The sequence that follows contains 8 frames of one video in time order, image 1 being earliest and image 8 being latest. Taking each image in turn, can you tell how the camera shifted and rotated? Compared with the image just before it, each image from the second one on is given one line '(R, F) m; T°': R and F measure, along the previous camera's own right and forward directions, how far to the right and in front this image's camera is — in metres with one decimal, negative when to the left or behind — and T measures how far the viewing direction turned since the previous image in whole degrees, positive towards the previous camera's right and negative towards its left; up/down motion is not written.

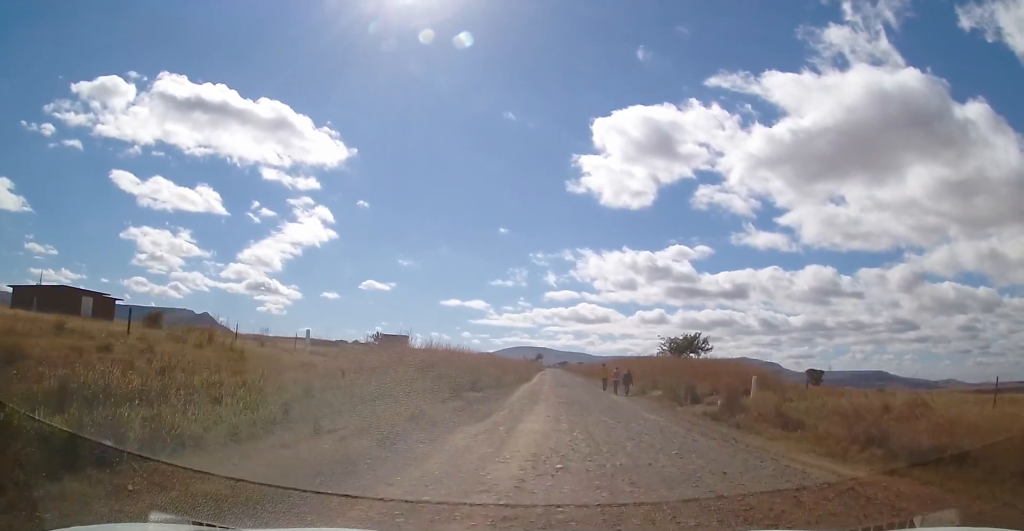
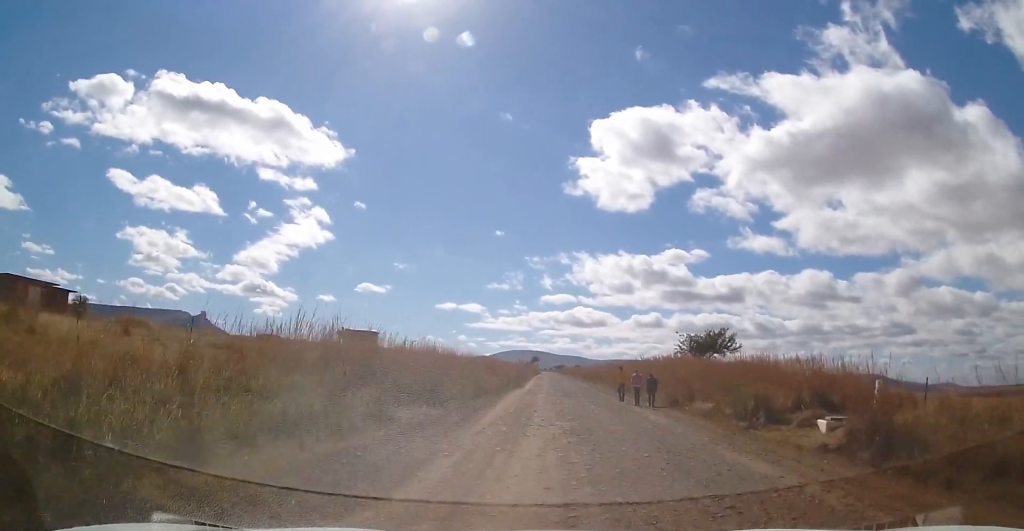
(-0.3, +10.2) m; 0°
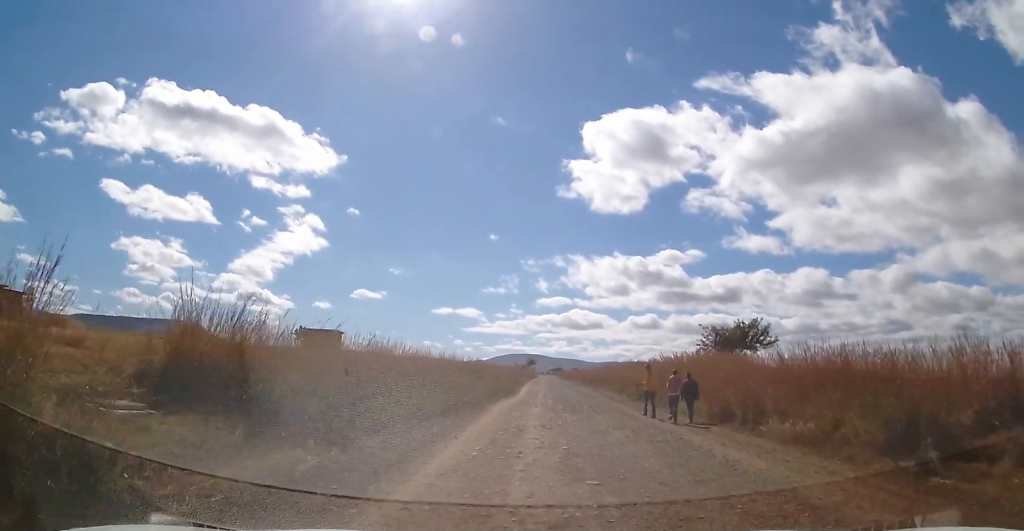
(+0.1, +8.8) m; +1°
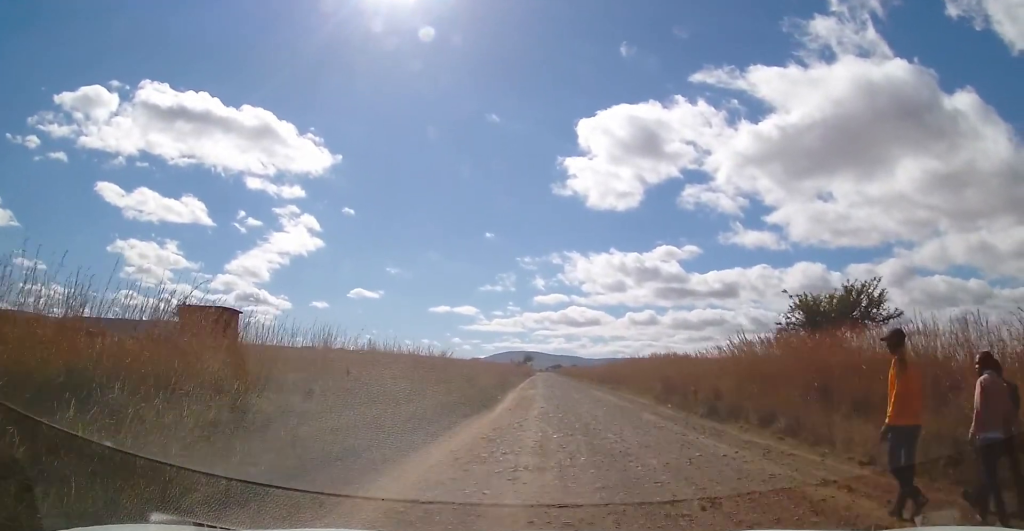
(+0.3, +15.8) m; +2°
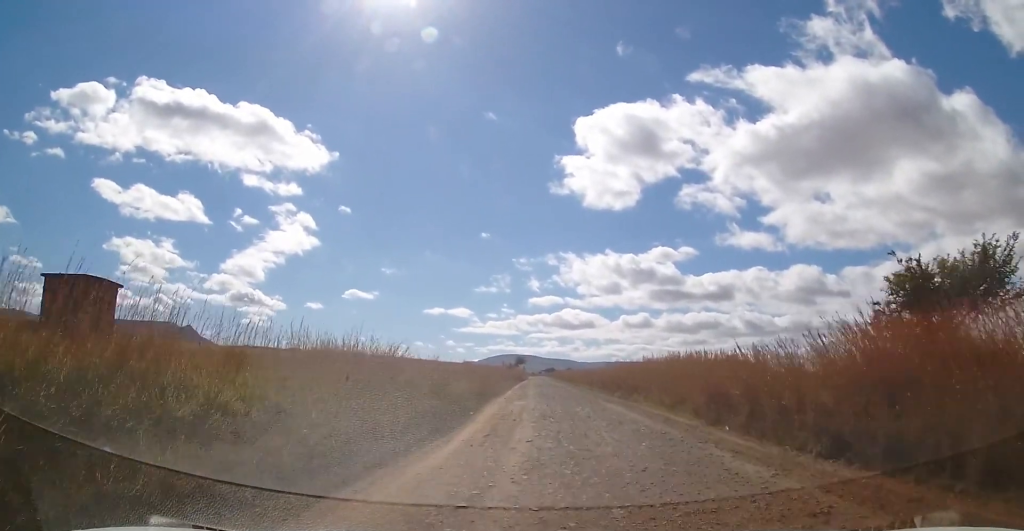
(+0.2, +9.5) m; 0°
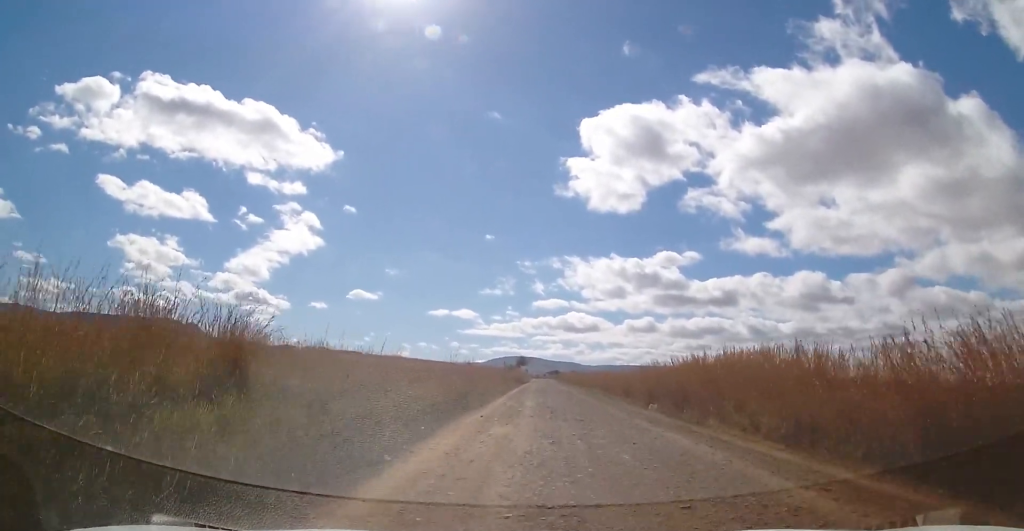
(0.0, +12.6) m; 0°
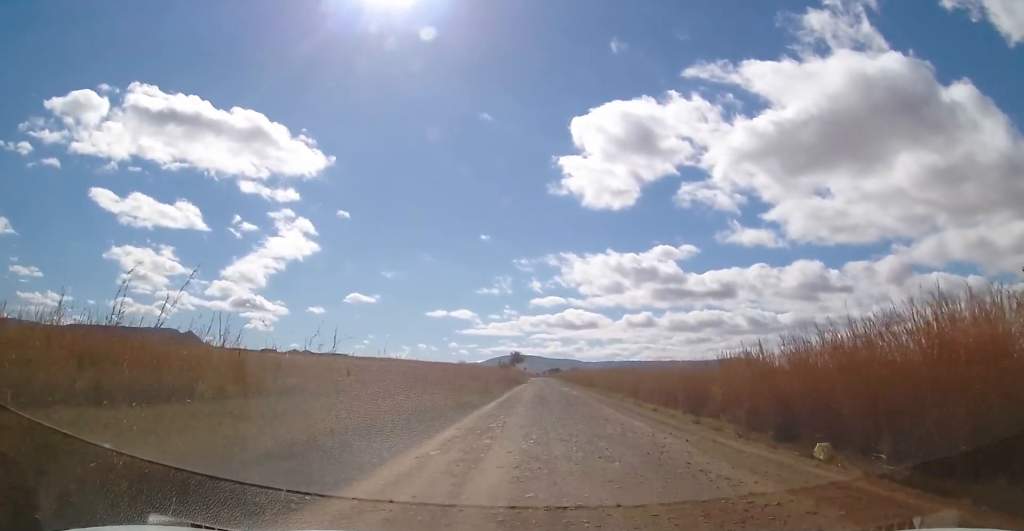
(-0.3, +18.8) m; -1°
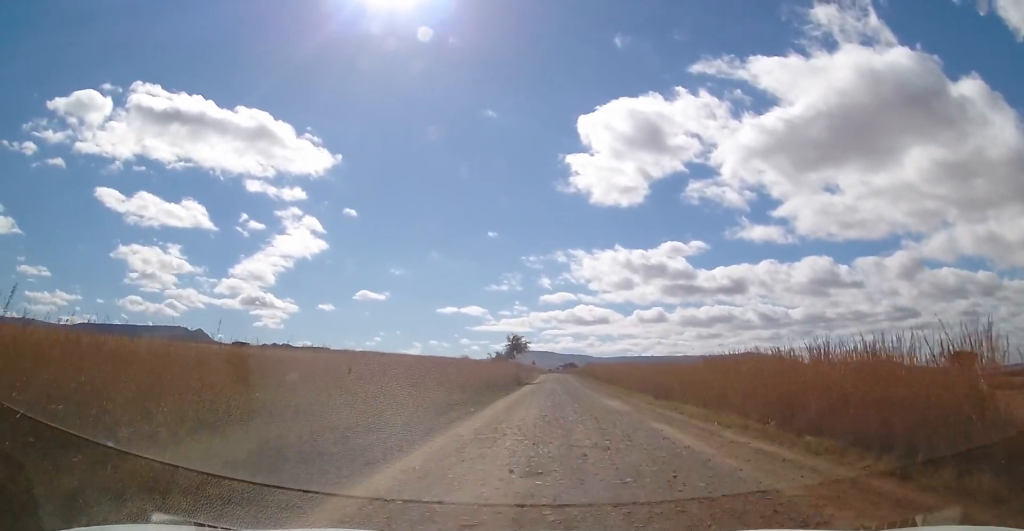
(-0.1, +34.7) m; -2°
